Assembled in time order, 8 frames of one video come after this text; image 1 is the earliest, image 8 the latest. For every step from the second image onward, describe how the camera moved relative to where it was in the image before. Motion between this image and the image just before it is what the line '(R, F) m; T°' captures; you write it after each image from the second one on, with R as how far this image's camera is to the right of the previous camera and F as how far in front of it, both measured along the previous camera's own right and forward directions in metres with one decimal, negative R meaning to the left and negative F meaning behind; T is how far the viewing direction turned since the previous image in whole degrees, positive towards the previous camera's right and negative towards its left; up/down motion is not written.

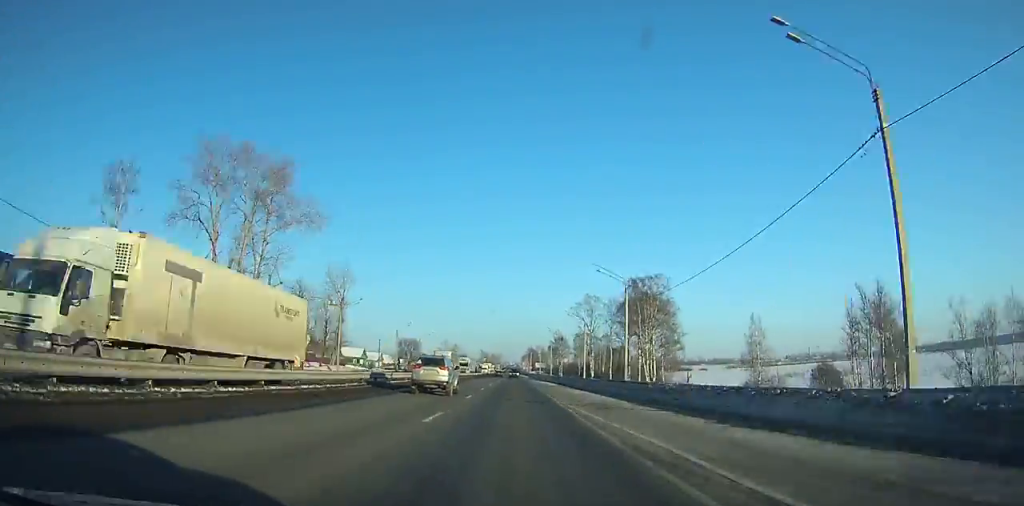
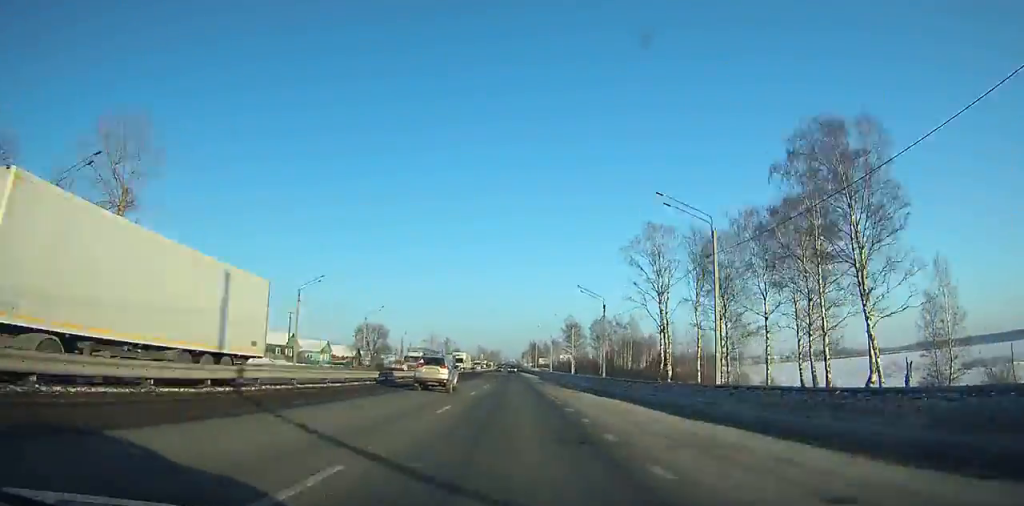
(-0.3, +59.5) m; 0°
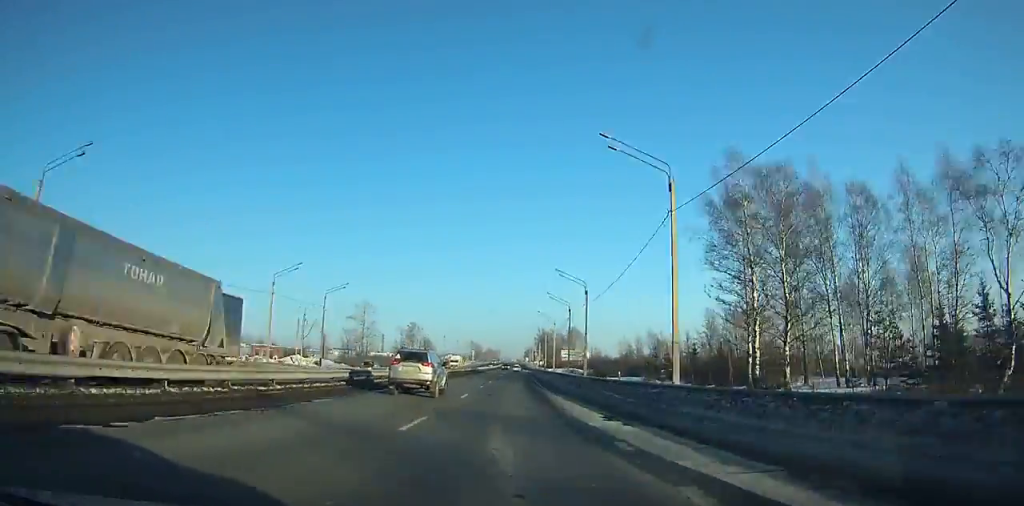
(+1.0, +151.7) m; 0°
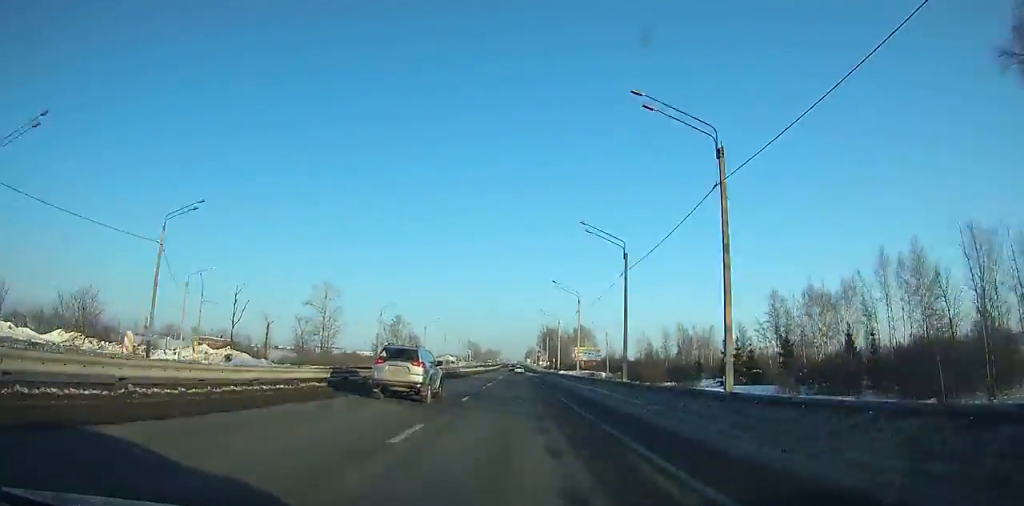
(-0.2, +37.3) m; 0°
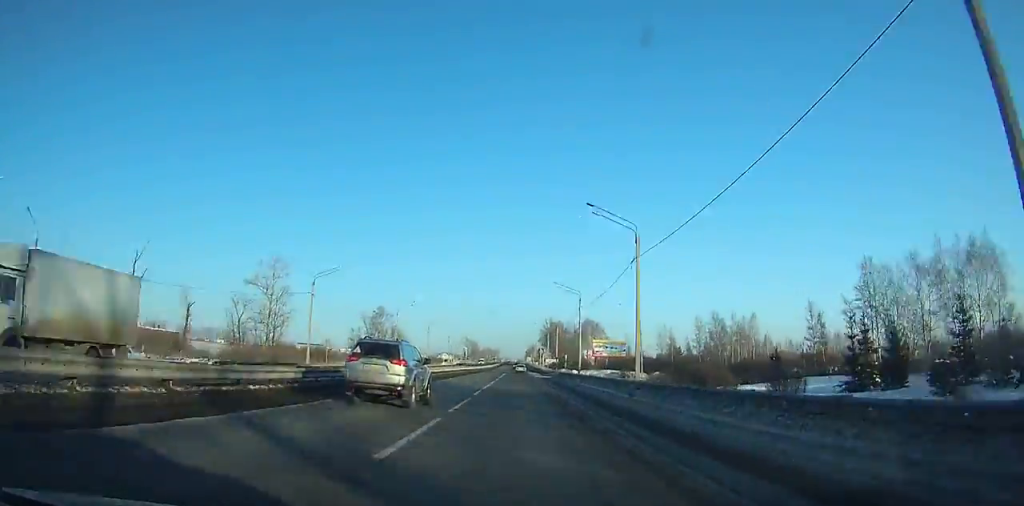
(-0.1, +32.8) m; 0°
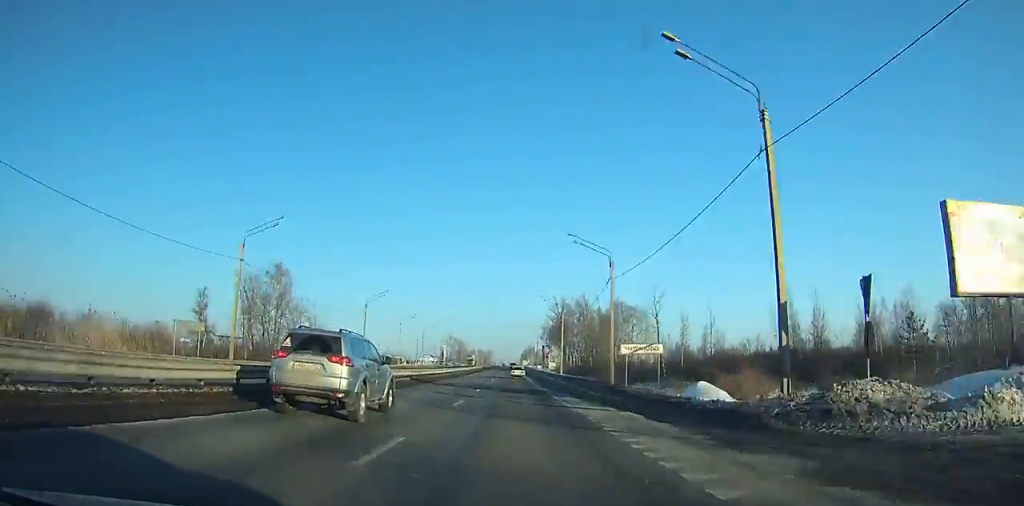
(+0.7, +96.3) m; +1°
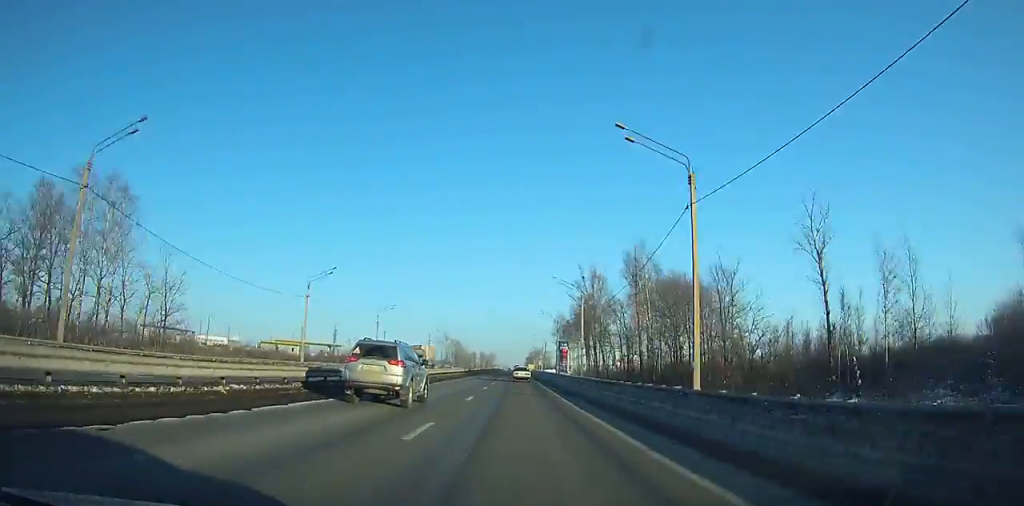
(0.0, +61.4) m; 0°
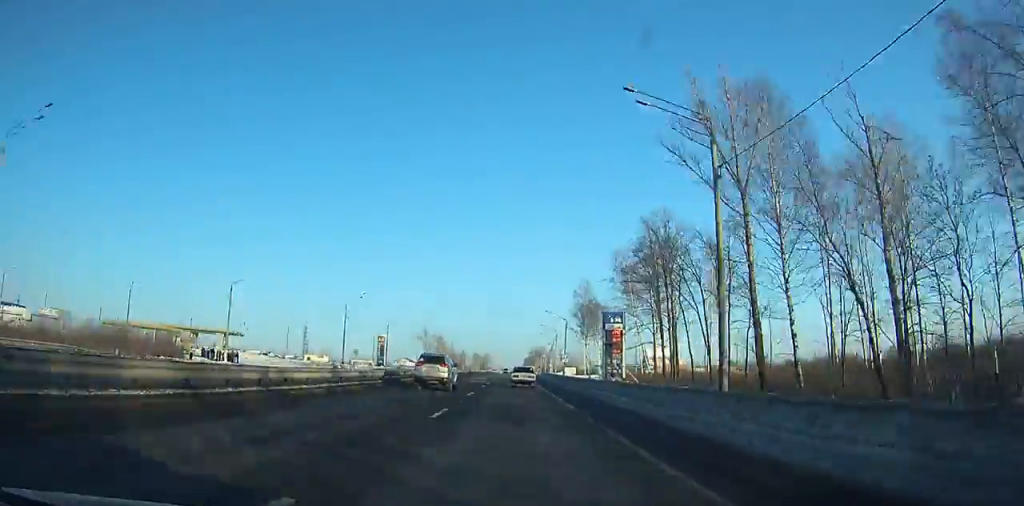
(-0.4, +84.8) m; 0°
